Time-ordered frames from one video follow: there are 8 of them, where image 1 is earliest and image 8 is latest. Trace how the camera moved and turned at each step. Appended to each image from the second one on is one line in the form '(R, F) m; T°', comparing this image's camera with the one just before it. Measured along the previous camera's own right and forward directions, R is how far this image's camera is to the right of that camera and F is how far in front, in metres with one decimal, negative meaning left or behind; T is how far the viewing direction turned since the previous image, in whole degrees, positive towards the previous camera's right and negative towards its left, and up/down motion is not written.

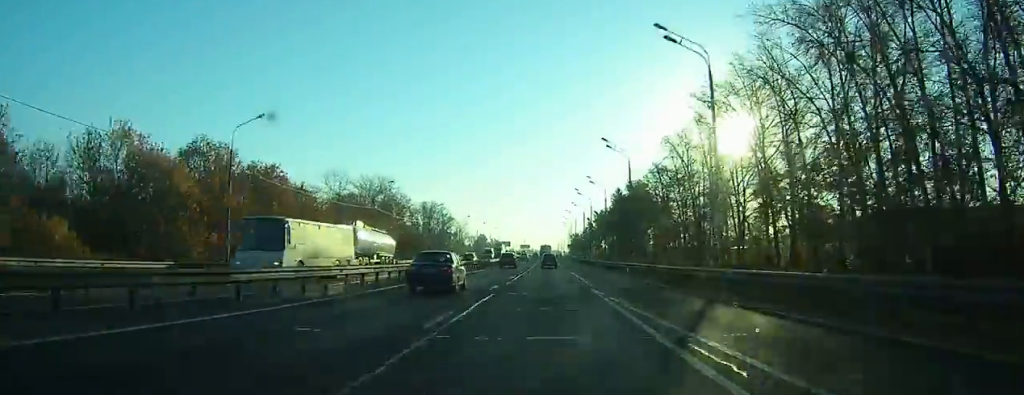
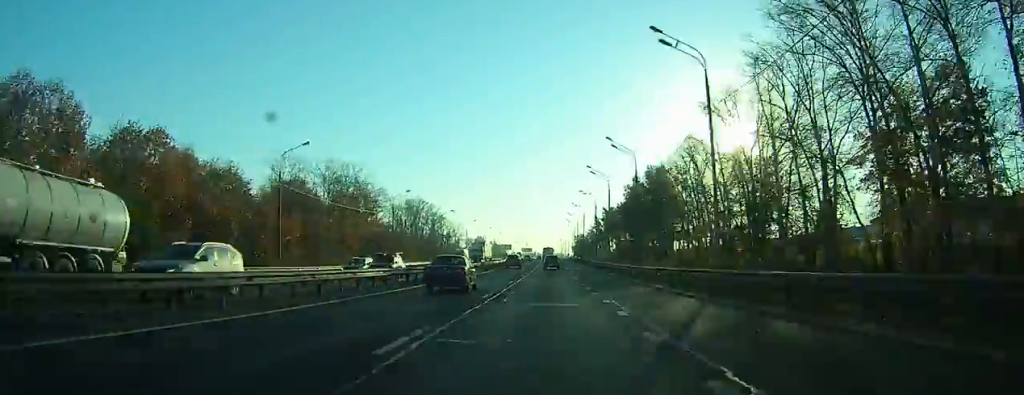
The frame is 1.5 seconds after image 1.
(0.0, +25.6) m; 0°
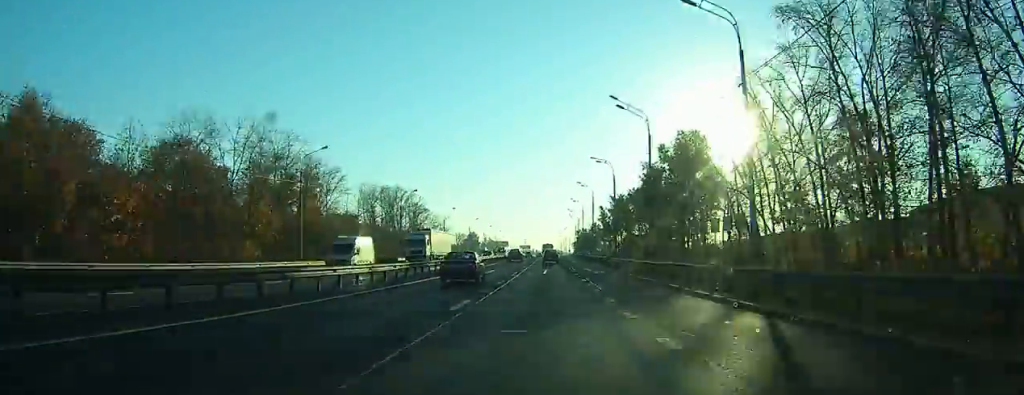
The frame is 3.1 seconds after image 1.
(0.0, +29.2) m; 0°
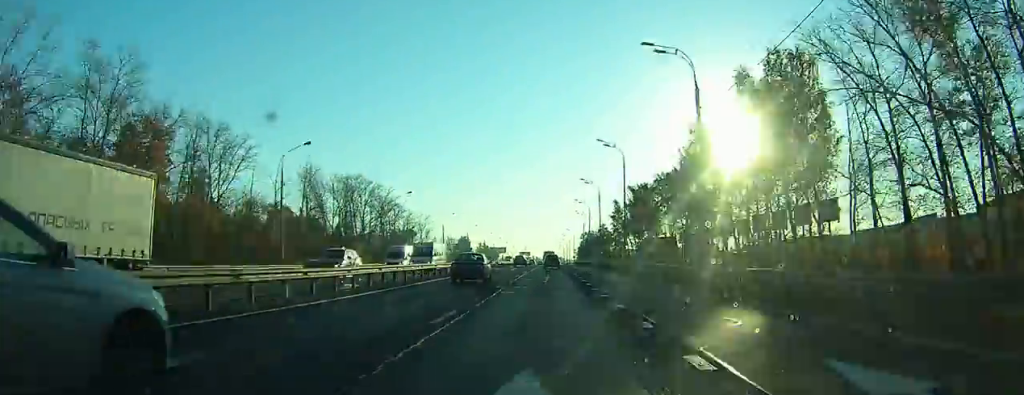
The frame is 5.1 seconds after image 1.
(+0.1, +40.5) m; 0°
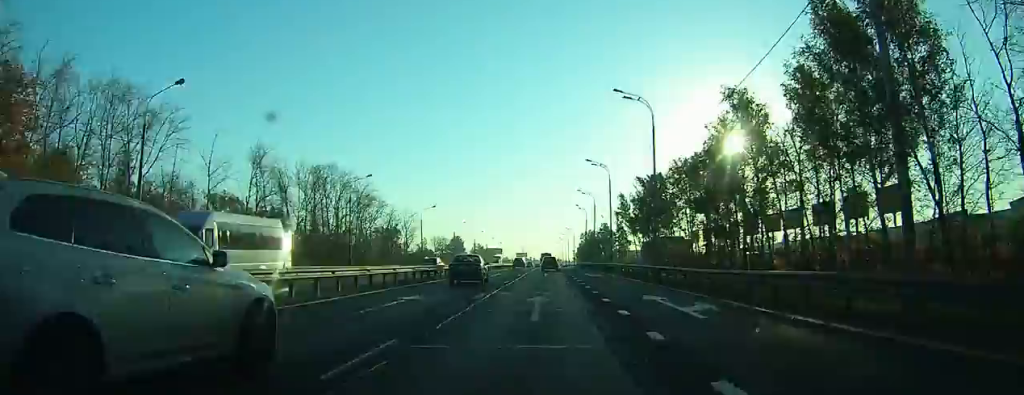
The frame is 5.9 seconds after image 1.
(0.0, +18.1) m; 0°
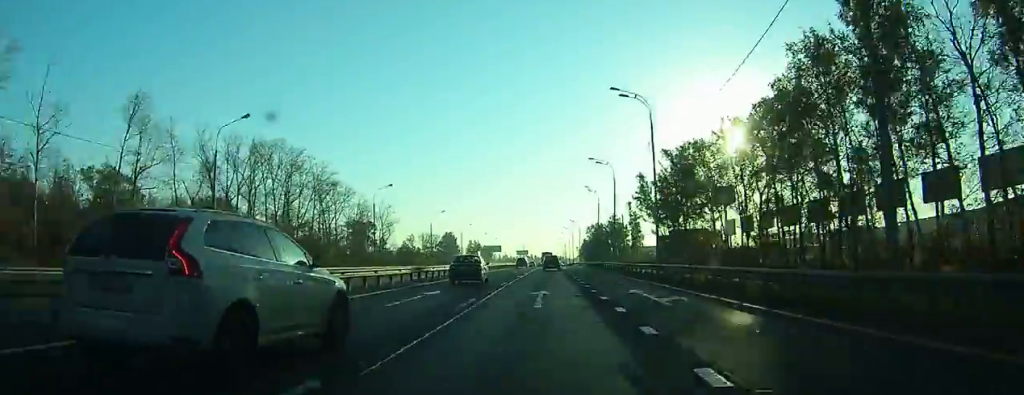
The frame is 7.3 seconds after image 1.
(0.0, +28.1) m; 0°
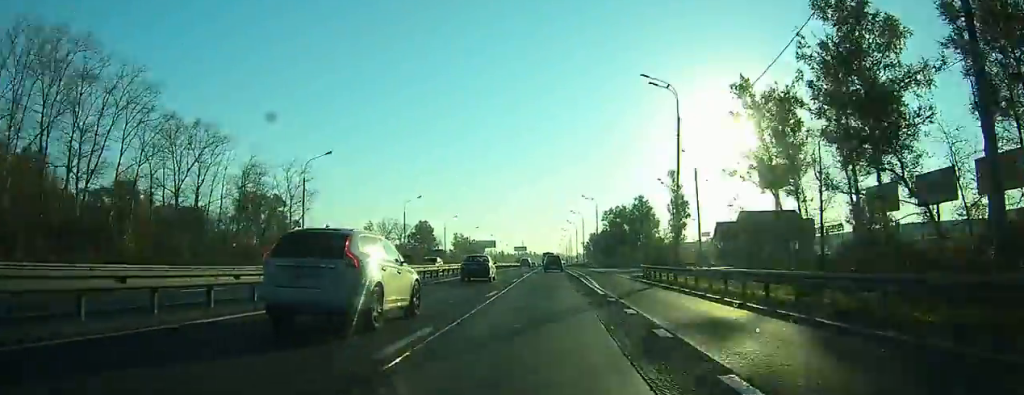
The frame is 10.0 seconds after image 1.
(-0.2, +55.5) m; 0°
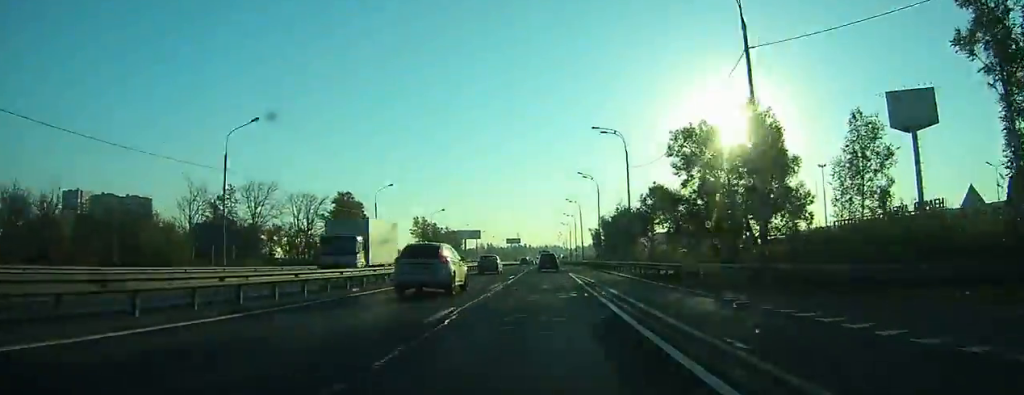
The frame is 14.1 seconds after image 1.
(+0.7, +80.7) m; +1°
